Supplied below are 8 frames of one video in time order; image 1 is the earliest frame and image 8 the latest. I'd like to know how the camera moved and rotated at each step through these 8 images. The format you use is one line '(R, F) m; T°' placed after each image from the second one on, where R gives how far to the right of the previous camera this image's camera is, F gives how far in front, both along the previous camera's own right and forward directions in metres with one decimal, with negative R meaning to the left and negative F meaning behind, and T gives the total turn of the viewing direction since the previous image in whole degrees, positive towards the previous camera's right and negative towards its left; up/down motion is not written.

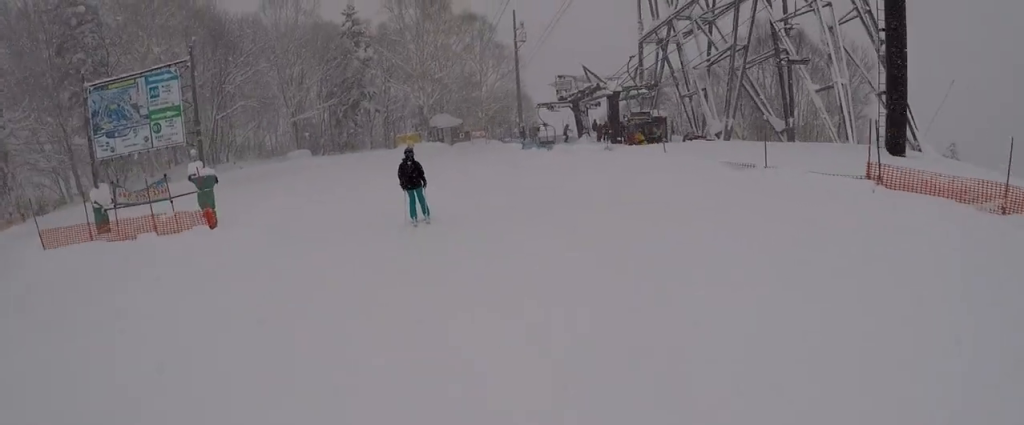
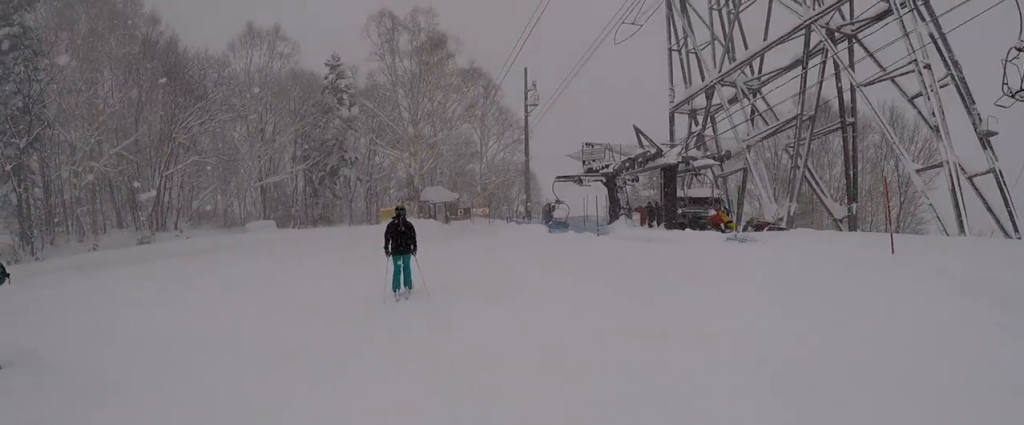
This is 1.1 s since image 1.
(-0.6, +8.1) m; -1°
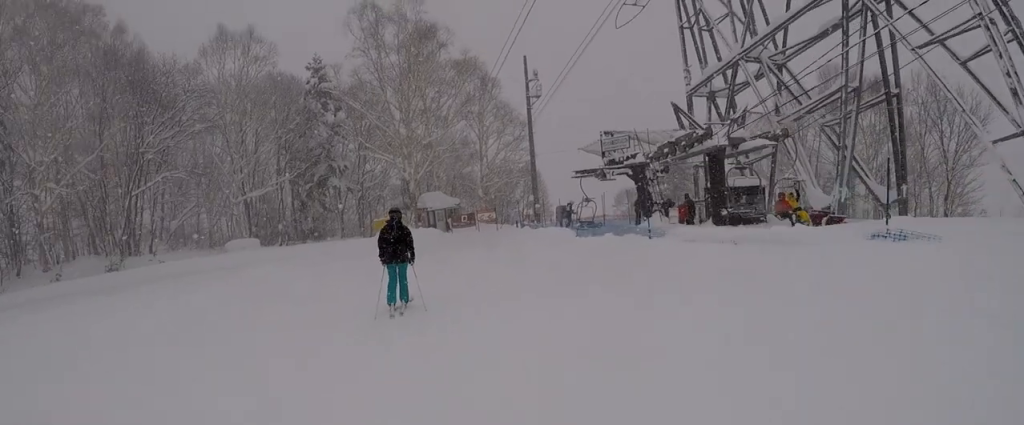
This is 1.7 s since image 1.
(+0.1, +4.0) m; +1°
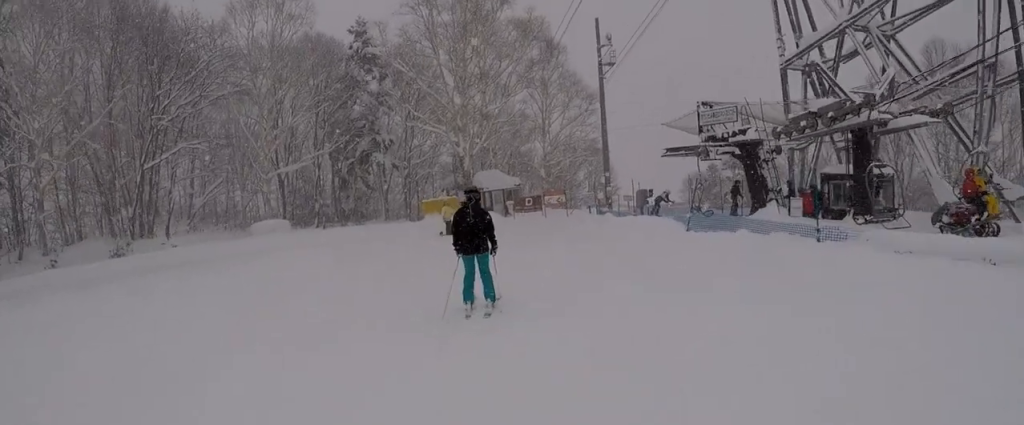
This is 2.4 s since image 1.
(+0.8, +4.7) m; +2°
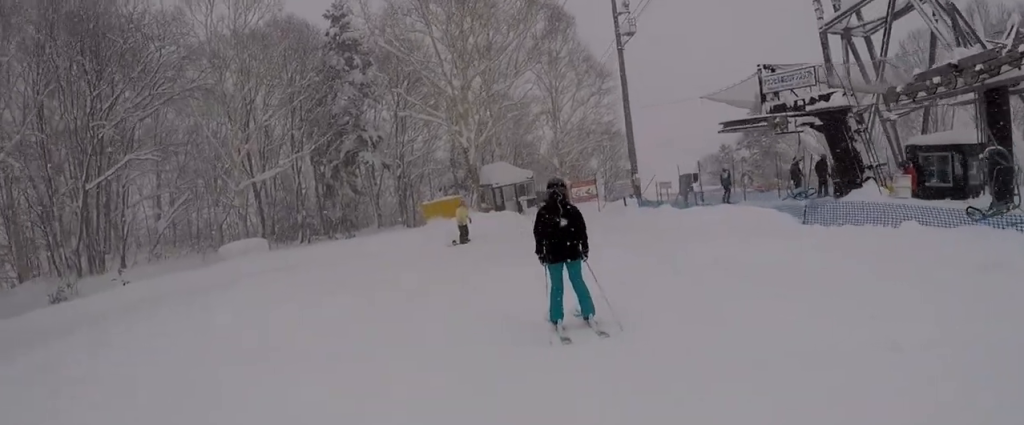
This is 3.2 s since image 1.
(-0.7, +4.5) m; -8°
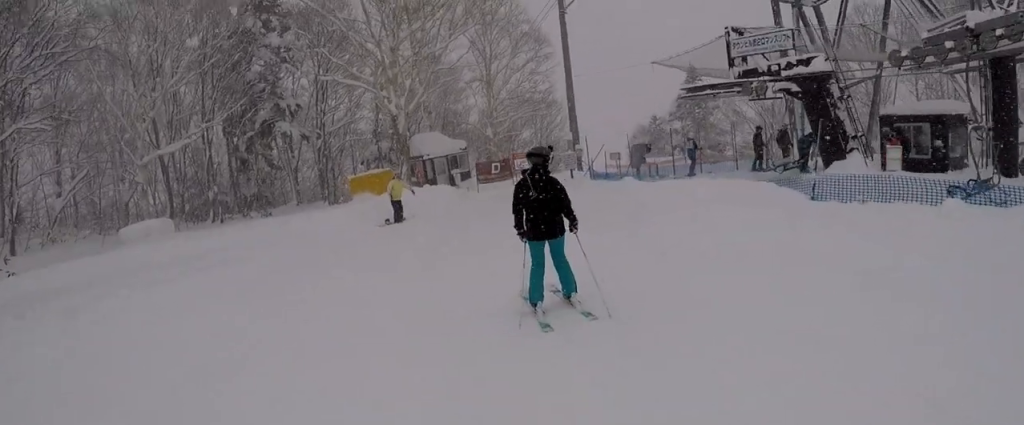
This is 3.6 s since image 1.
(-0.1, +2.2) m; +2°
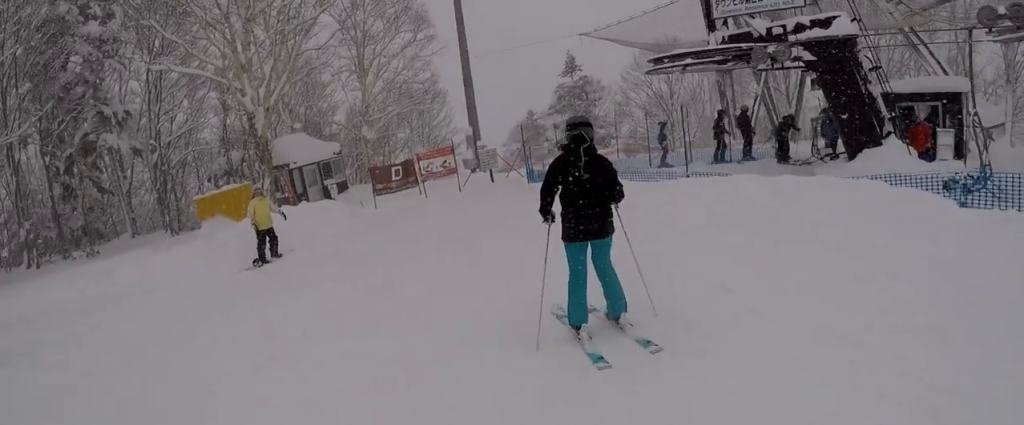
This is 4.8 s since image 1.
(+0.5, +5.3) m; +14°
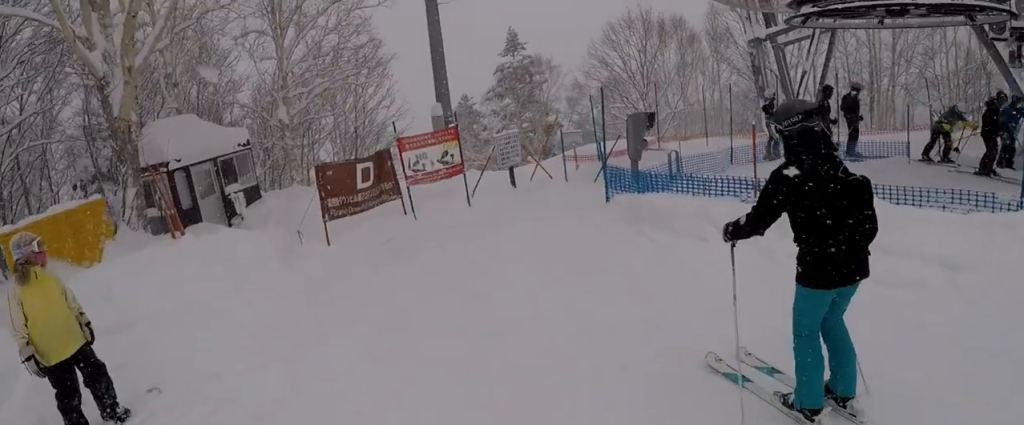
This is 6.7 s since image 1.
(+1.0, +6.9) m; +20°
